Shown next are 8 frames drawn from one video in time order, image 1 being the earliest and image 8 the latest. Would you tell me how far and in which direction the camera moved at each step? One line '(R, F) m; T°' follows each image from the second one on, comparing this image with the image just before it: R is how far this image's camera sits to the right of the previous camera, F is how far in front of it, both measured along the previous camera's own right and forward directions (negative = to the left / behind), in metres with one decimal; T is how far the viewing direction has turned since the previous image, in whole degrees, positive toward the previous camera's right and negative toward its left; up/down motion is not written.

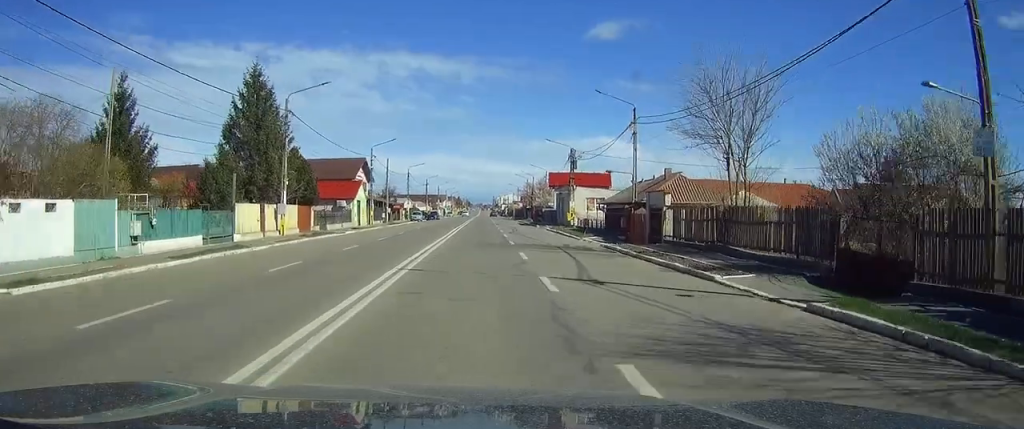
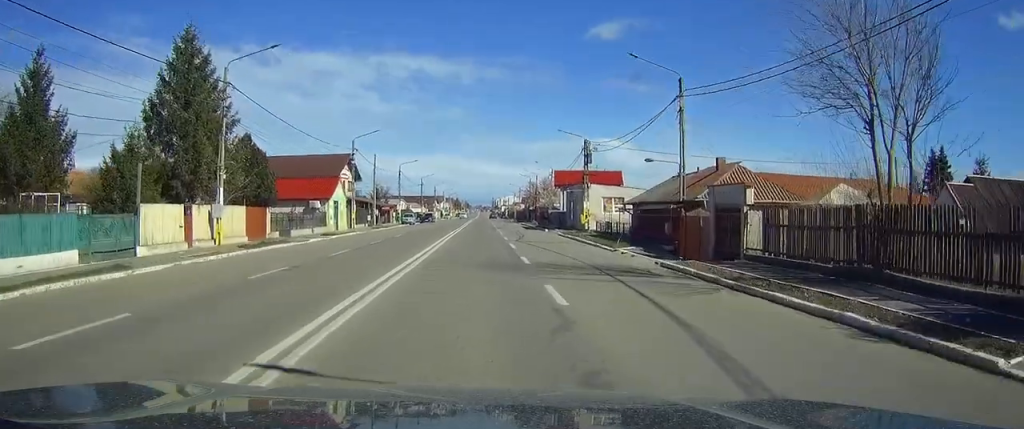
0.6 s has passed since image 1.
(0.0, +10.5) m; 0°
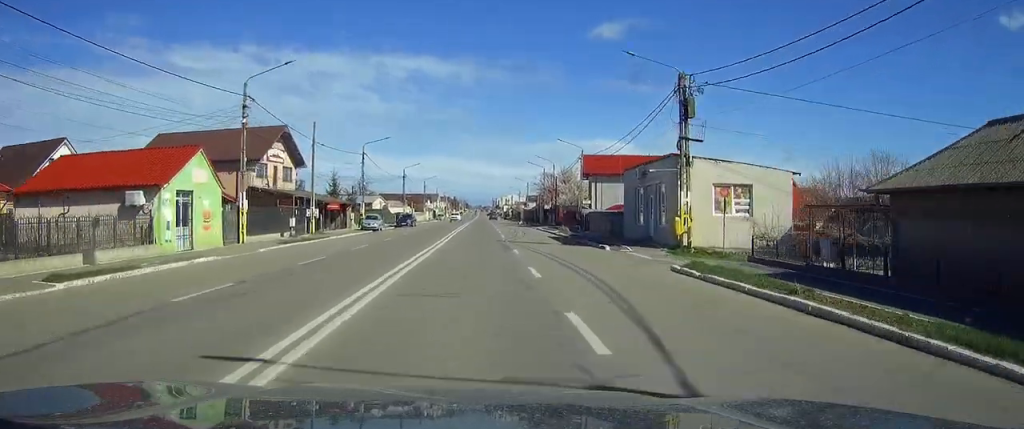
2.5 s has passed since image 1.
(-0.1, +30.7) m; 0°
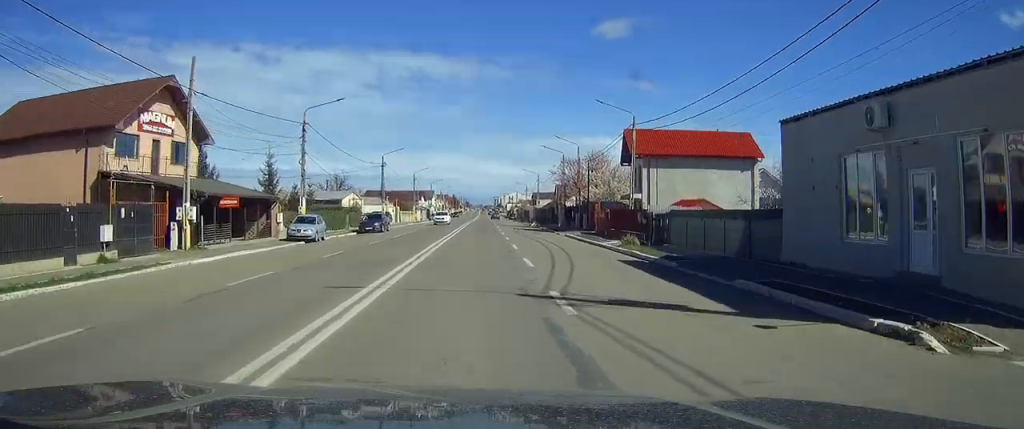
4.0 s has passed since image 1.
(0.0, +23.6) m; 0°
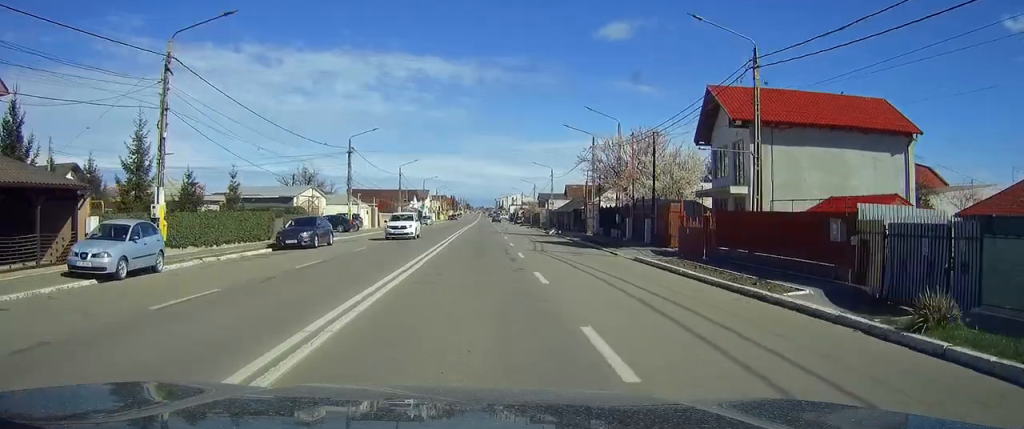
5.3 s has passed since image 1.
(+0.1, +21.3) m; 0°
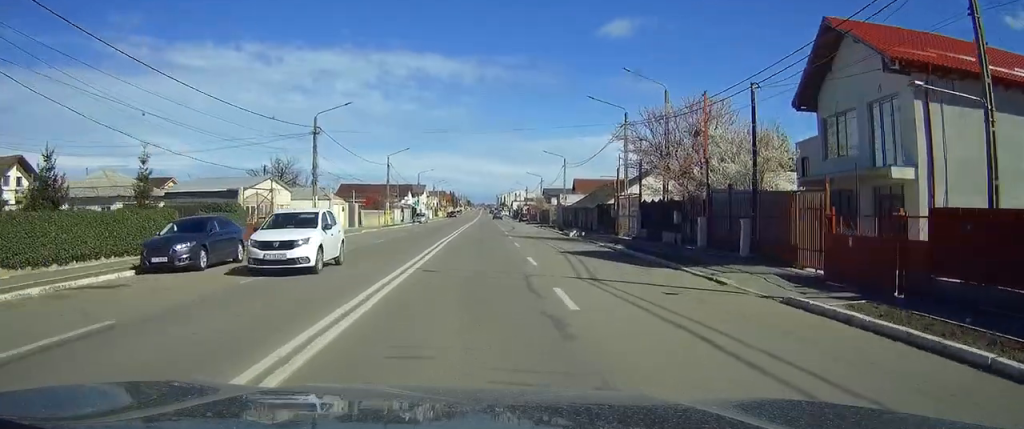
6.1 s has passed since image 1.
(-0.1, +13.4) m; 0°
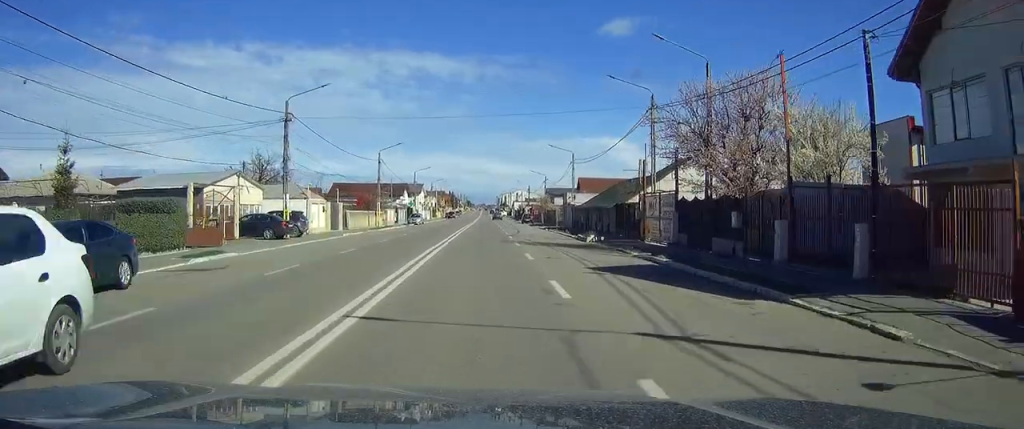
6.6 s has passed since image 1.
(0.0, +7.5) m; 0°
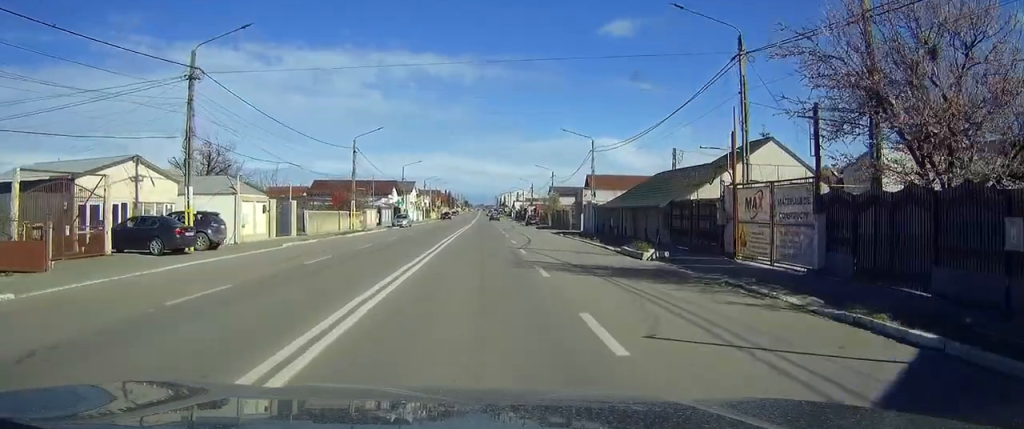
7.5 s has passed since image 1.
(0.0, +14.4) m; 0°
